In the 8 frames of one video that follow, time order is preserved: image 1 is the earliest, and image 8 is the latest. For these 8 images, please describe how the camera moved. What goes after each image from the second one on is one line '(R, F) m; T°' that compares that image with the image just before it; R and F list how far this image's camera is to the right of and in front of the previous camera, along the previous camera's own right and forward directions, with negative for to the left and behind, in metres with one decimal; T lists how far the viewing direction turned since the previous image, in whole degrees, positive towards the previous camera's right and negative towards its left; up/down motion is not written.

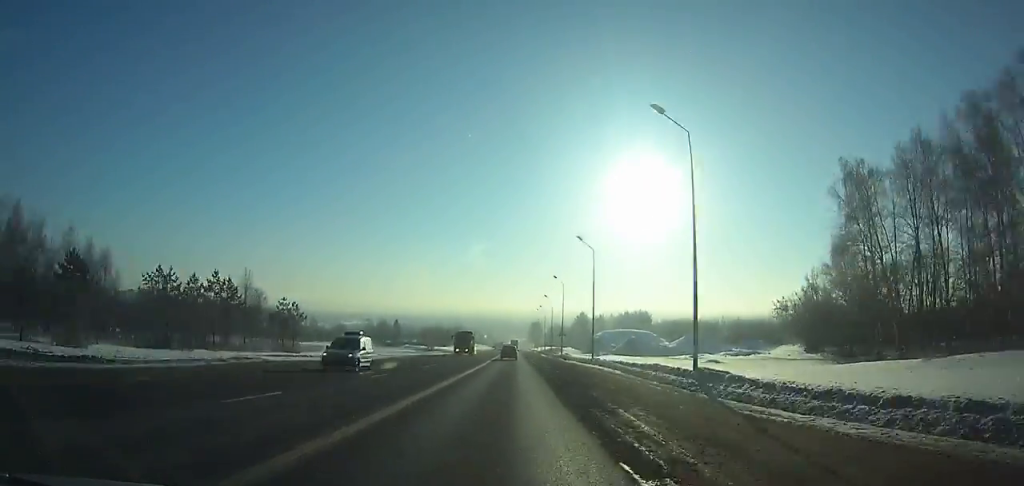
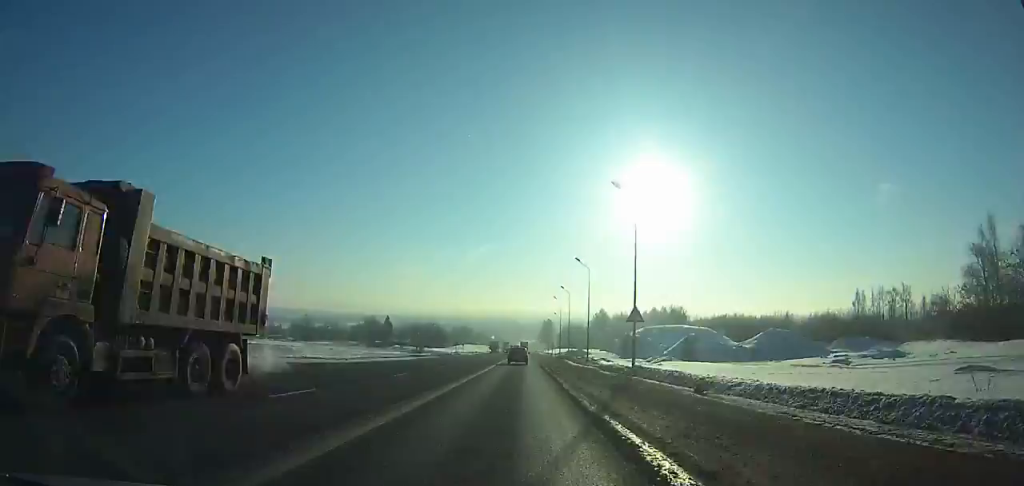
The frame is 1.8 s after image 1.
(-0.2, +44.6) m; 0°
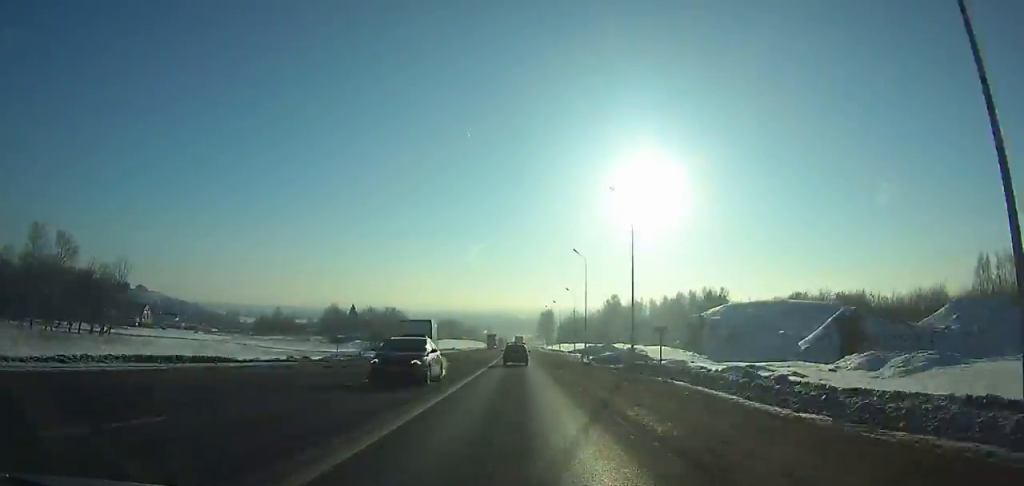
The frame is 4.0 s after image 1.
(0.0, +52.9) m; 0°
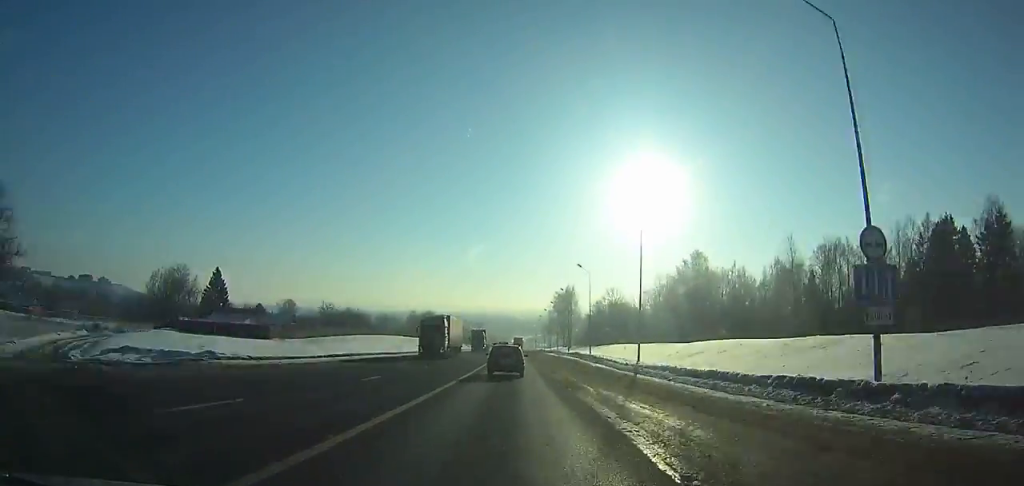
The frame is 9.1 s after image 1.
(+0.4, +115.7) m; 0°
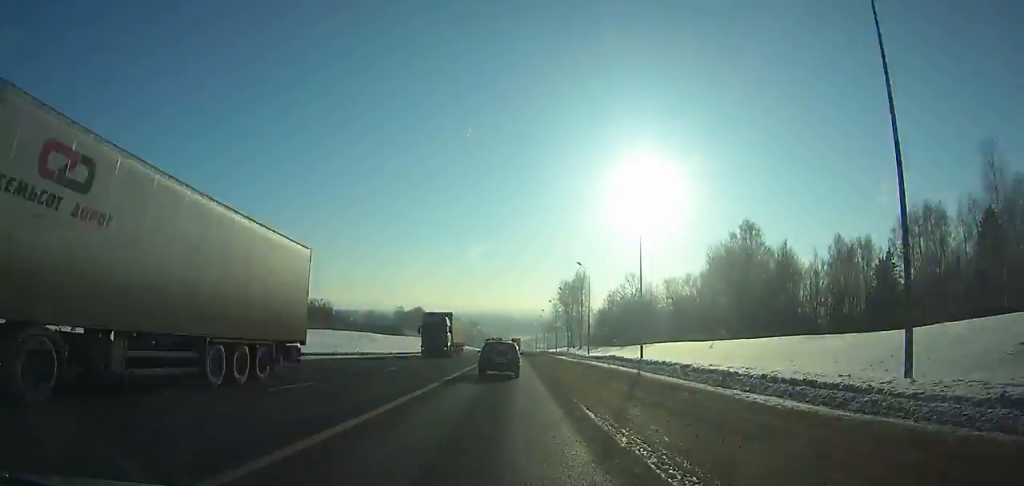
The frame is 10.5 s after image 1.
(-0.1, +29.8) m; 0°
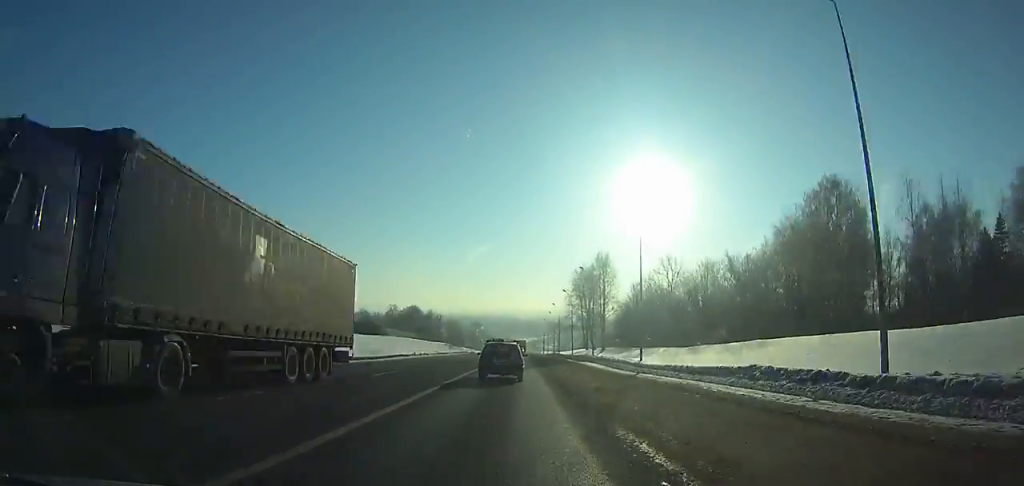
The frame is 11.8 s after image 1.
(0.0, +27.4) m; 0°
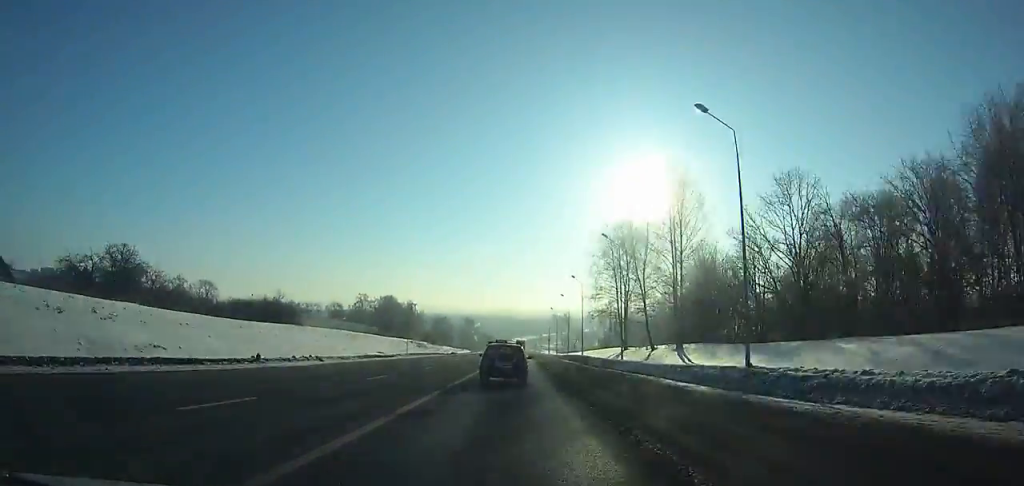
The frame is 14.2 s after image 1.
(-0.2, +48.9) m; 0°
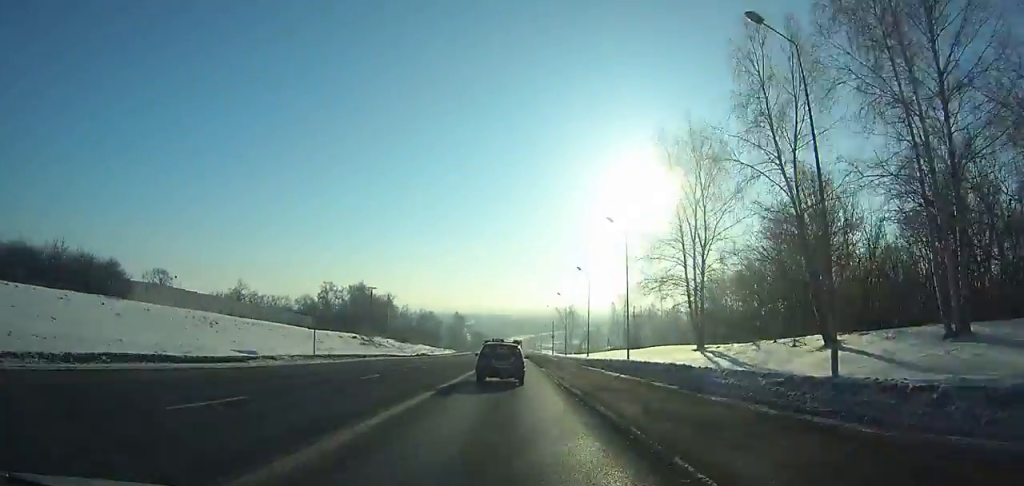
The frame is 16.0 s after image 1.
(+0.1, +35.8) m; 0°
